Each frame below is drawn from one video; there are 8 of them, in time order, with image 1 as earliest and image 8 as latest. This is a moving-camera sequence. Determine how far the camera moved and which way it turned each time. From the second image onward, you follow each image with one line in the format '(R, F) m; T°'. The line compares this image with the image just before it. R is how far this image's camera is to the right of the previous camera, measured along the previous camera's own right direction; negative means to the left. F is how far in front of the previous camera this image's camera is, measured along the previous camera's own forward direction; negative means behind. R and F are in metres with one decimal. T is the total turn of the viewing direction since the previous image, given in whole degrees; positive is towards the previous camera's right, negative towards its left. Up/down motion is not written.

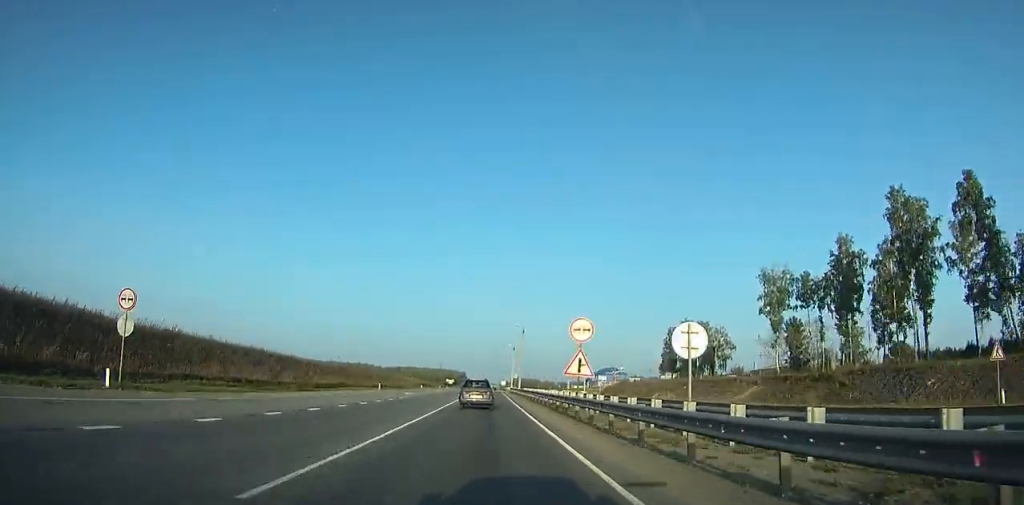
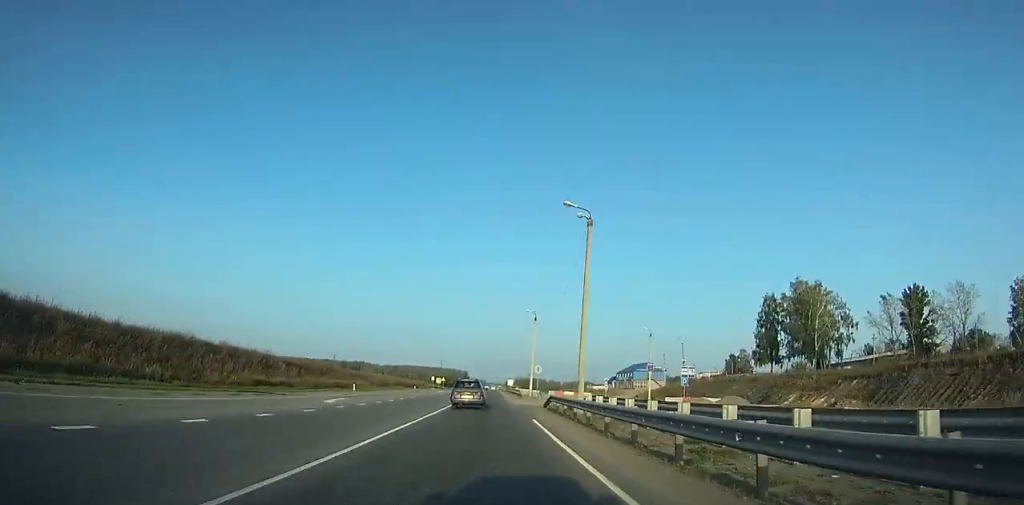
(+0.4, +57.3) m; +1°
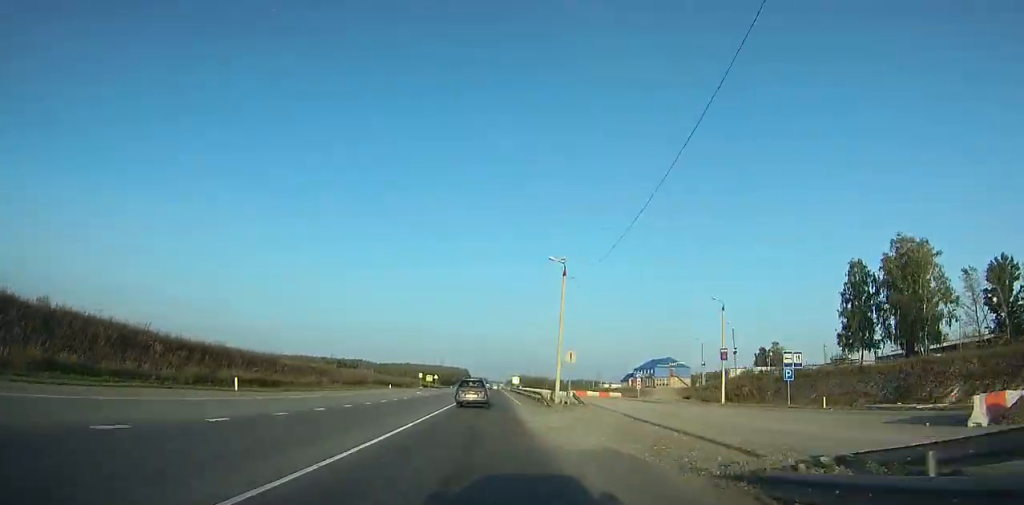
(0.0, +26.5) m; 0°
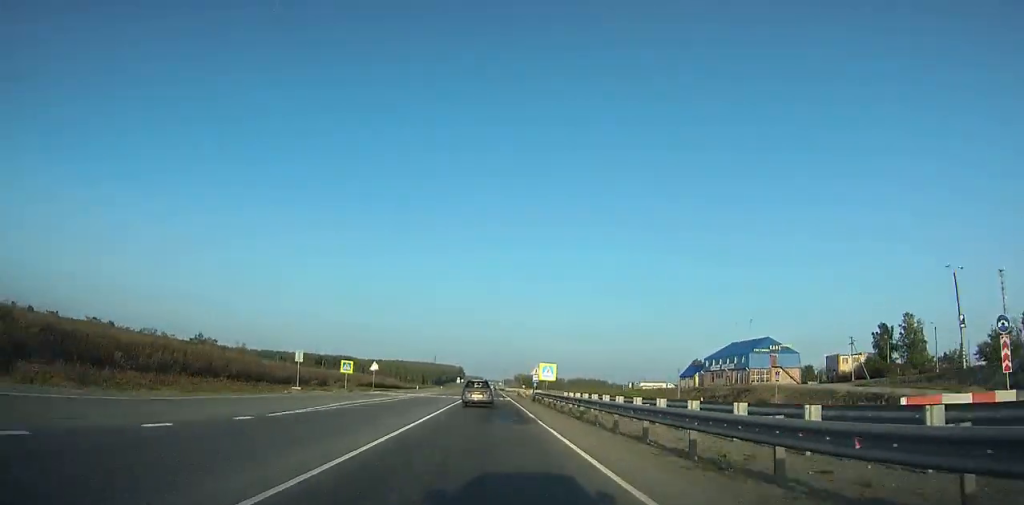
(+0.1, +75.3) m; 0°
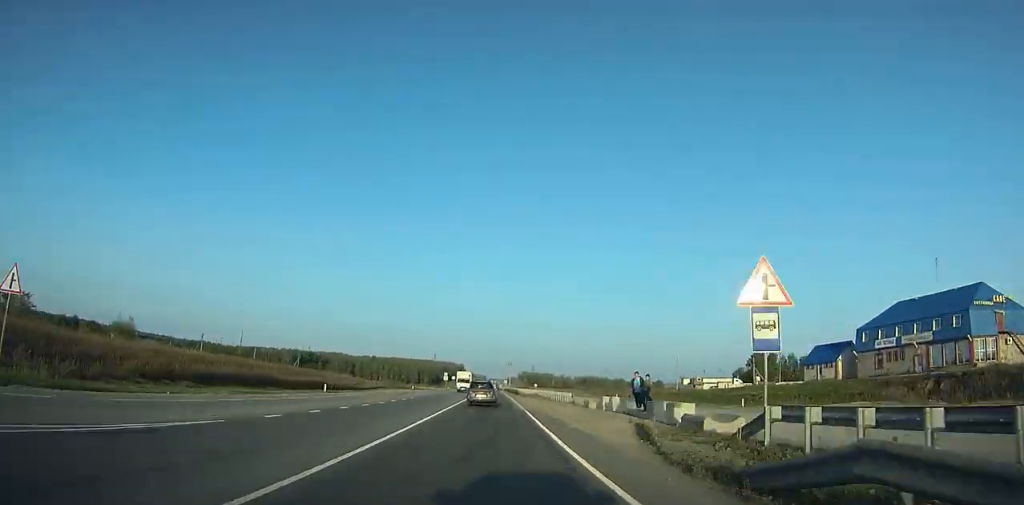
(-0.2, +60.2) m; 0°
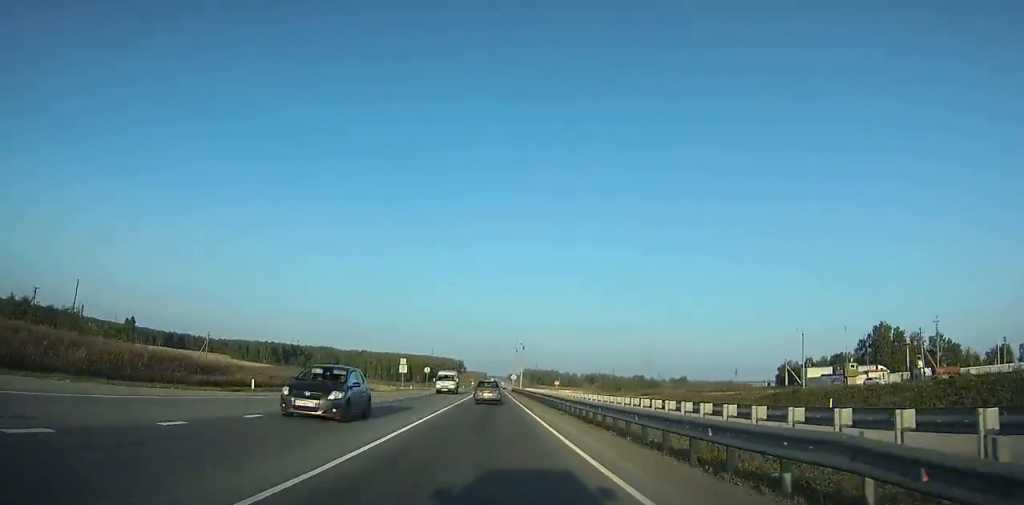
(+0.1, +65.3) m; 0°
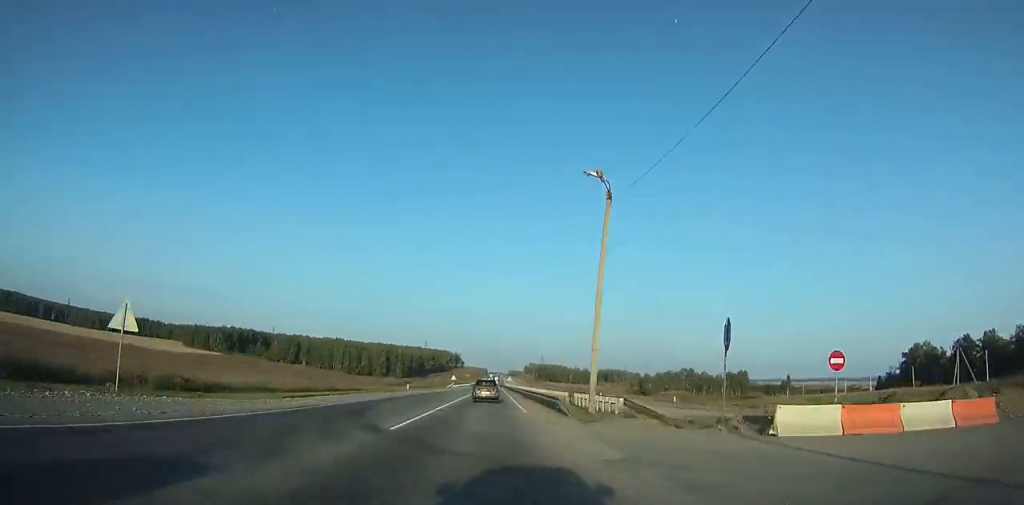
(-0.3, +111.2) m; 0°
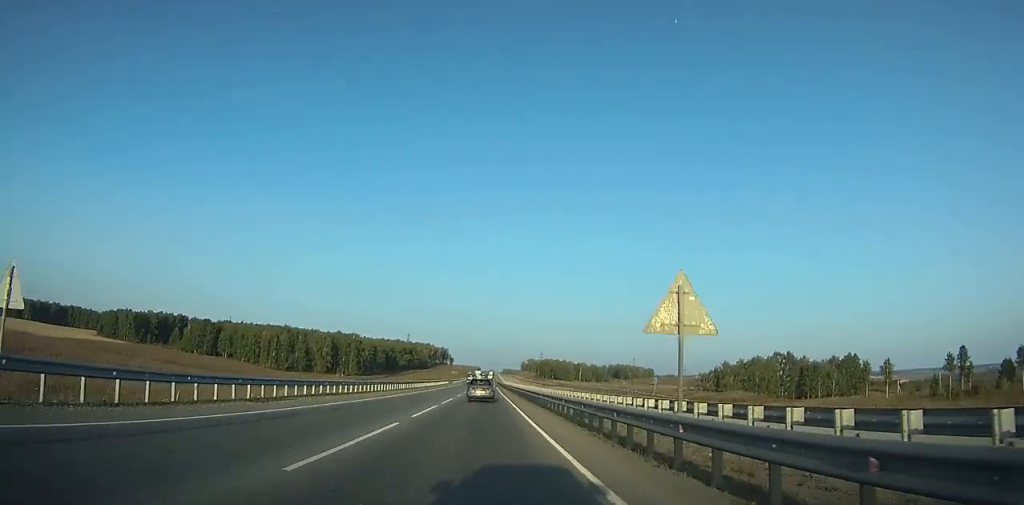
(+0.8, +117.6) m; +1°
